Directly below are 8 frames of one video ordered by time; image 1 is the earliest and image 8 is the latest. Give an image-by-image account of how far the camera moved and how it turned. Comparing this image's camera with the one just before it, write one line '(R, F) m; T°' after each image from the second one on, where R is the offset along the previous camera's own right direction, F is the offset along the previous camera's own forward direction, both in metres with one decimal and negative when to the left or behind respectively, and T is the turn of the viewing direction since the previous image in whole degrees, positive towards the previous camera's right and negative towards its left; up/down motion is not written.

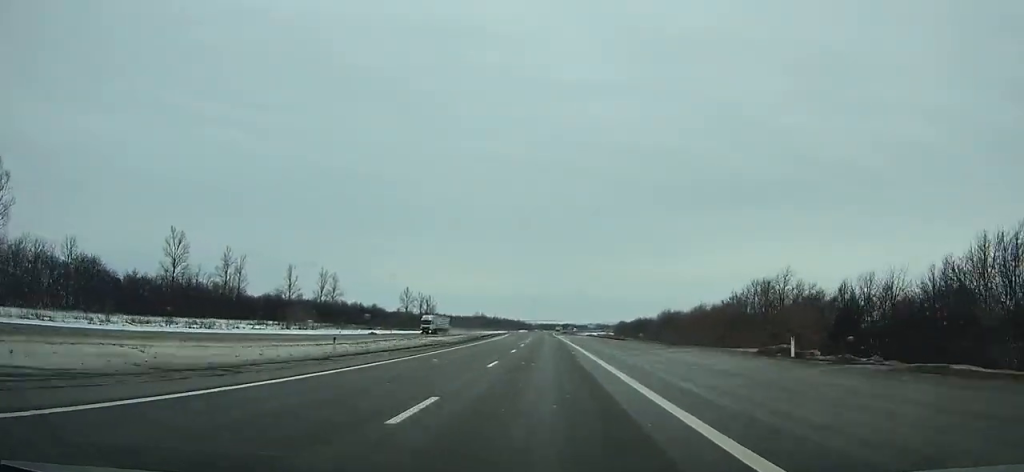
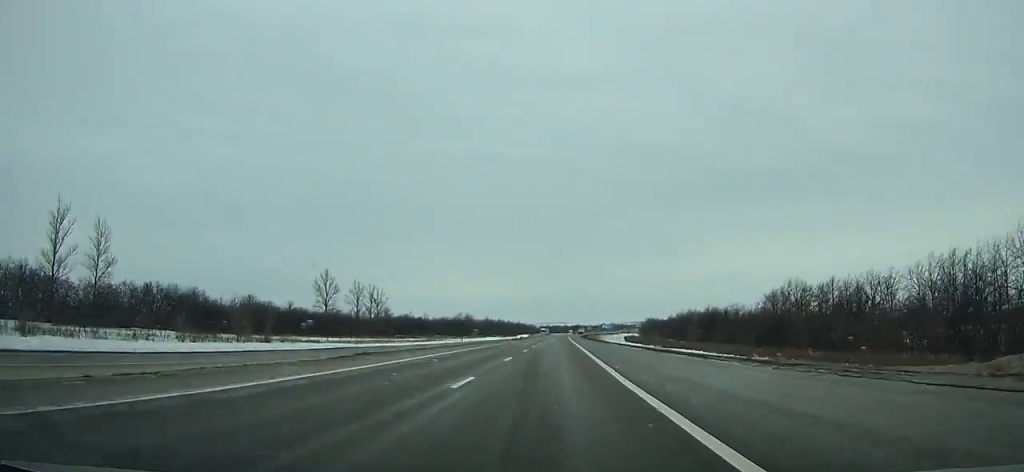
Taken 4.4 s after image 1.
(-1.0, +115.8) m; 0°
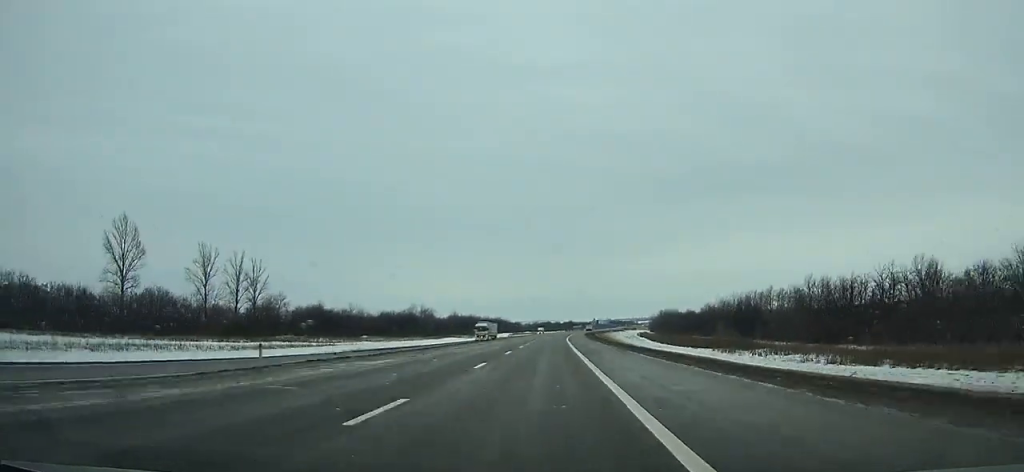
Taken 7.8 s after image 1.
(+1.0, +89.9) m; +1°
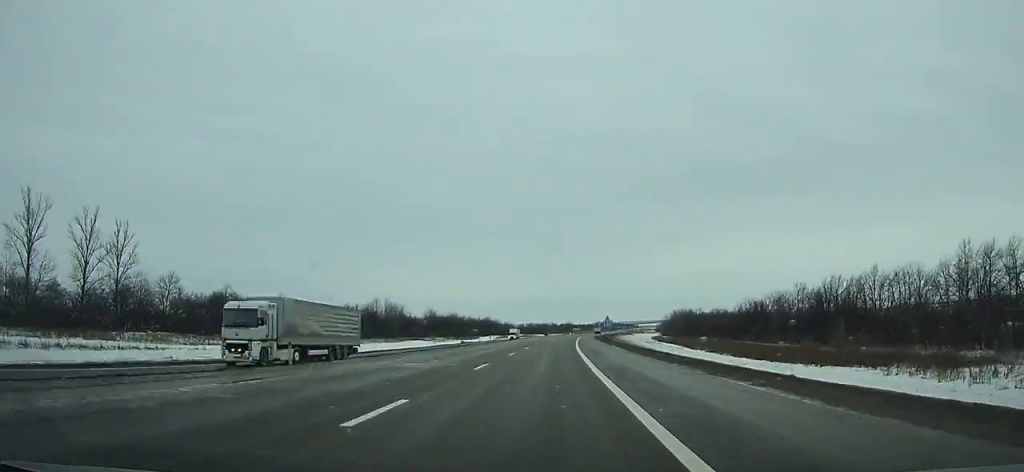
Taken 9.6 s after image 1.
(-0.3, +47.9) m; +1°
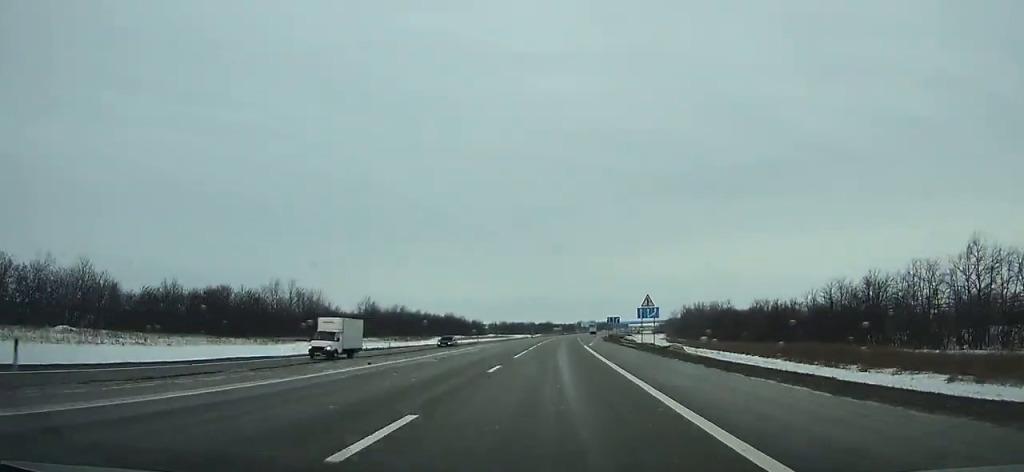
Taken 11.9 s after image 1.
(+1.1, +61.4) m; +2°
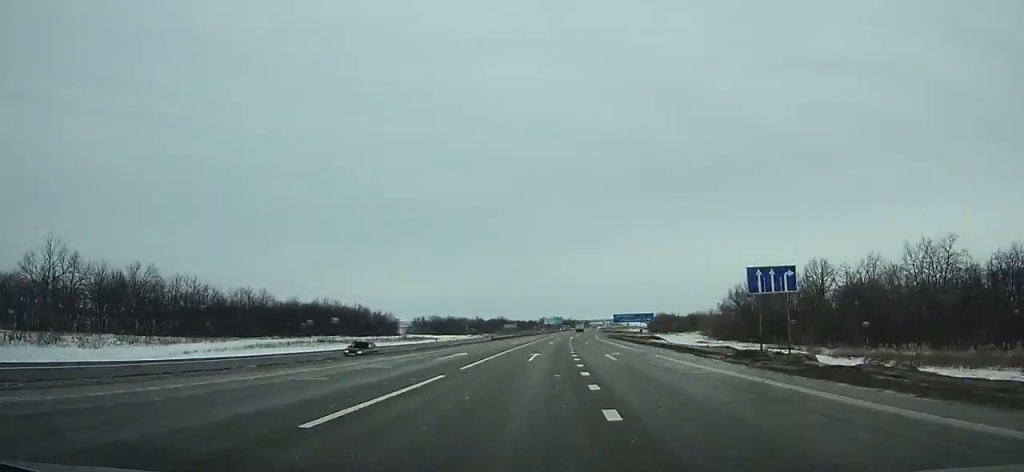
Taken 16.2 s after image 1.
(+3.7, +114.2) m; +3°
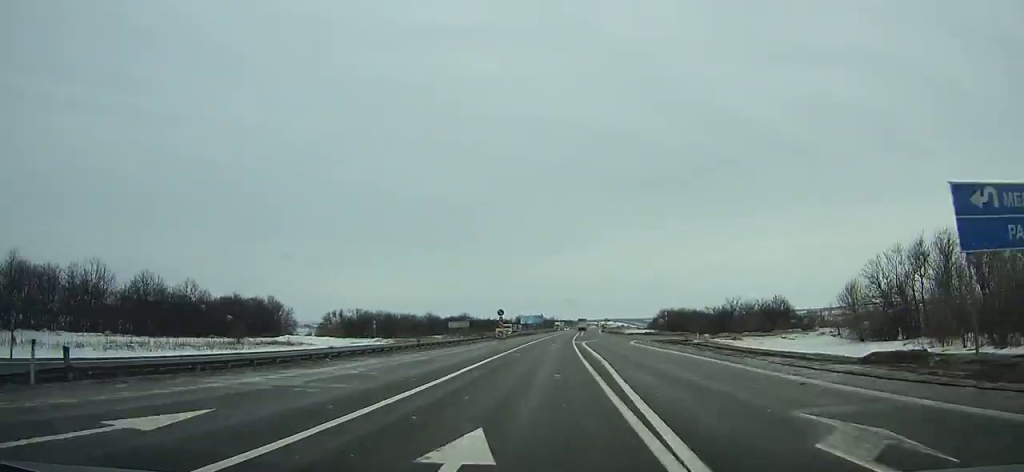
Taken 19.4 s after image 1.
(+1.3, +84.2) m; +2°
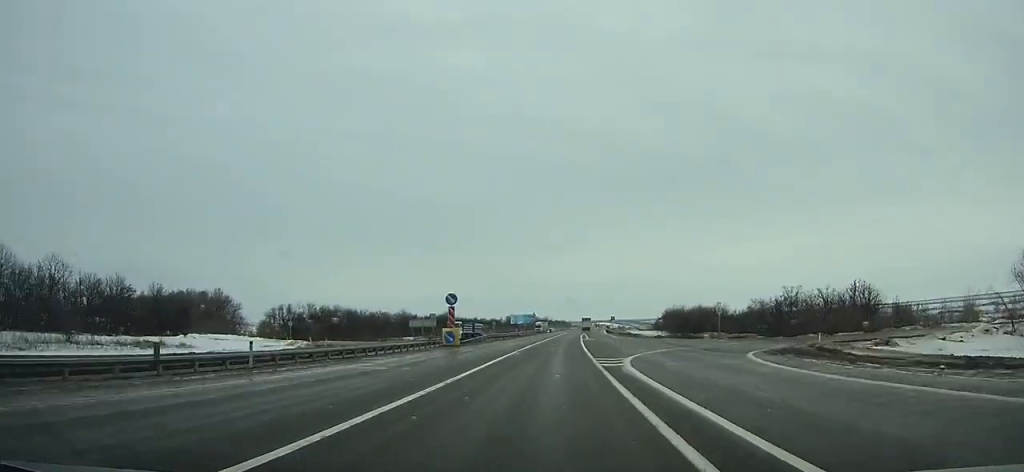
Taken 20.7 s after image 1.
(+0.3, +33.9) m; +1°
